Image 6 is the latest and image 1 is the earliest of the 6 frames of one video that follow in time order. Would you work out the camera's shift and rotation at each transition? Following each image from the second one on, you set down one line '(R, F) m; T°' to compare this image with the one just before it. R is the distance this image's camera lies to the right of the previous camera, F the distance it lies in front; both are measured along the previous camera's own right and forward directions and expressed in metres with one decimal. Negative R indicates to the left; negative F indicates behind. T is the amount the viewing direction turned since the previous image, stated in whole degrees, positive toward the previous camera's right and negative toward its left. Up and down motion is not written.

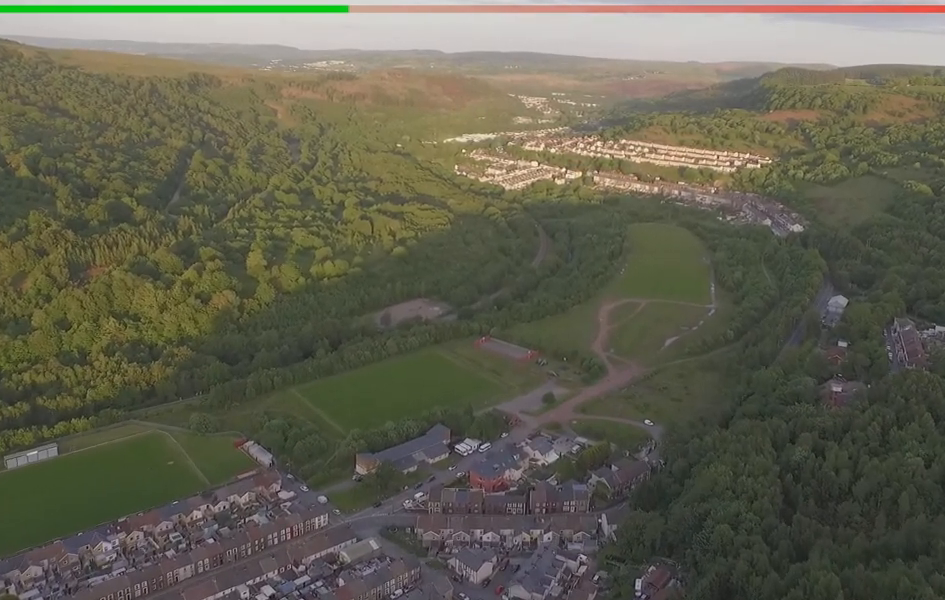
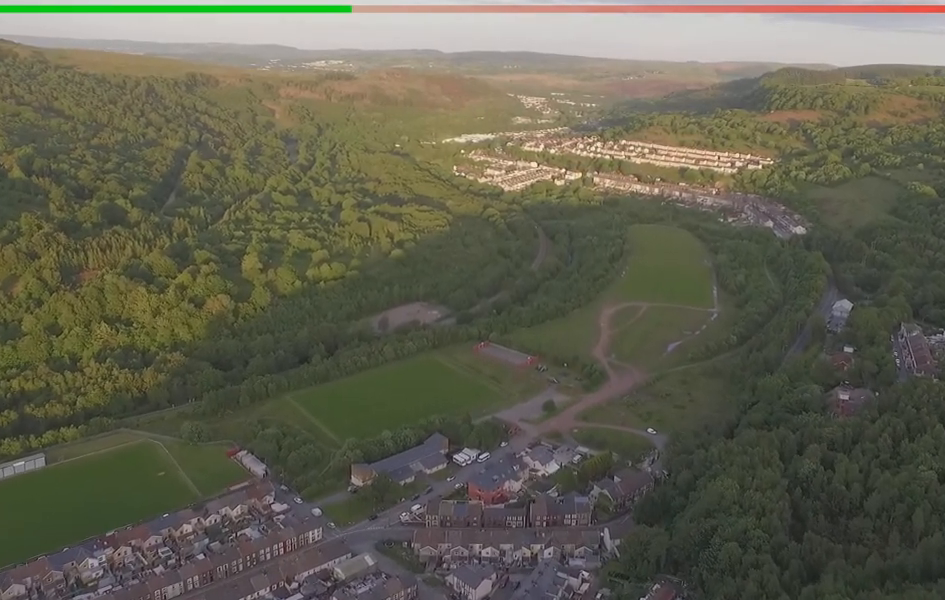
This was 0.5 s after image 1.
(0.0, +8.2) m; 0°
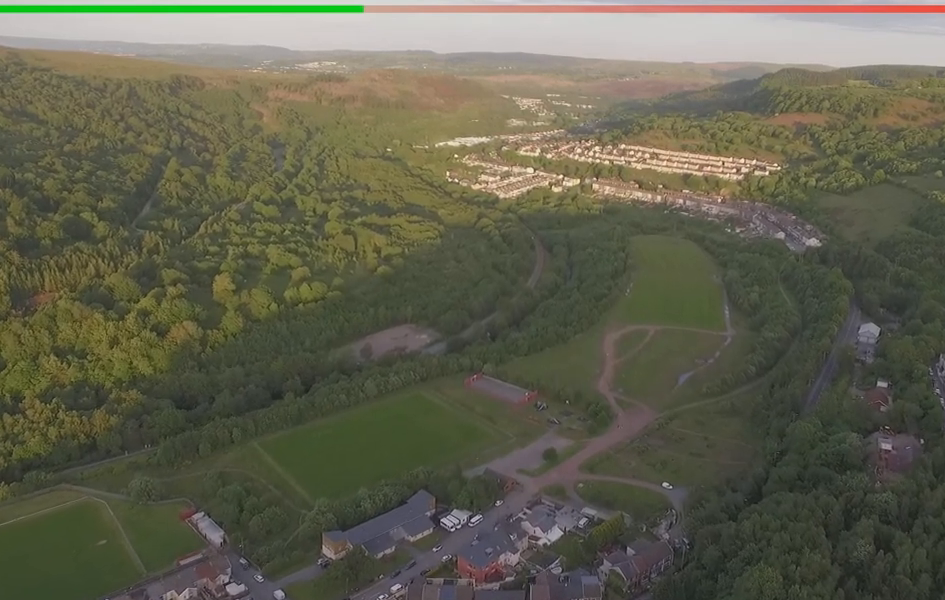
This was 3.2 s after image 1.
(+0.4, +43.9) m; -3°
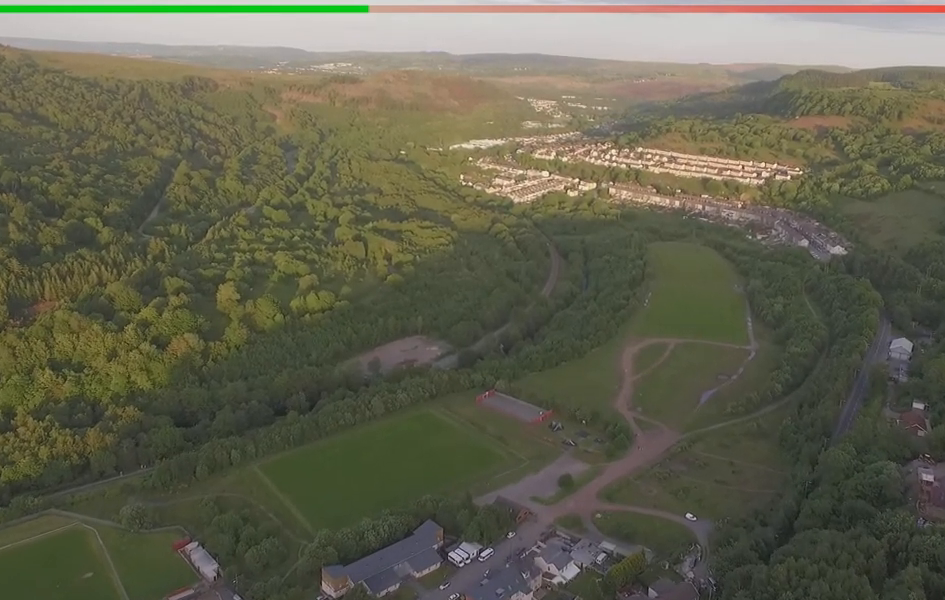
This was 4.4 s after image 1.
(-1.4, +19.0) m; -6°
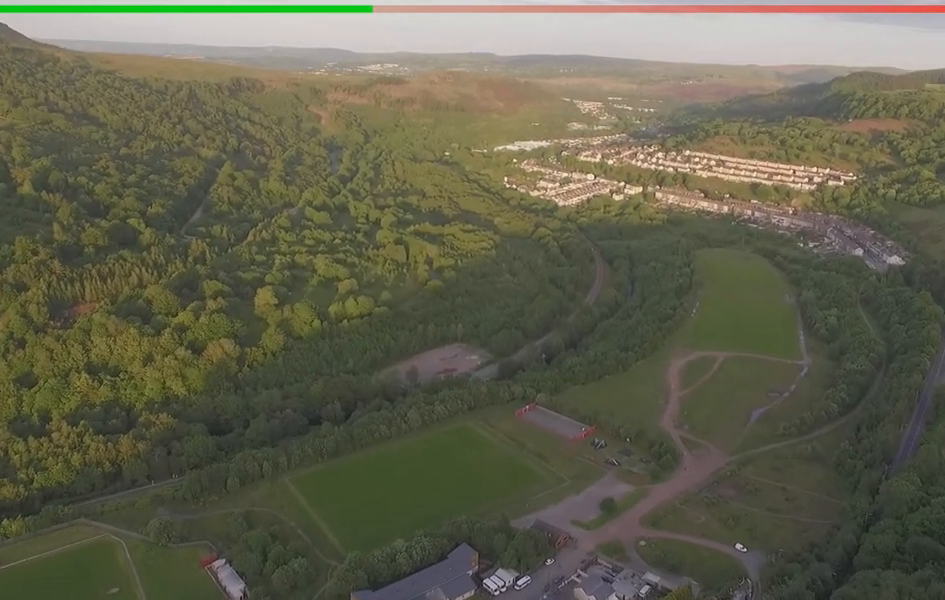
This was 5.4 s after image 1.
(0.0, +14.2) m; 0°
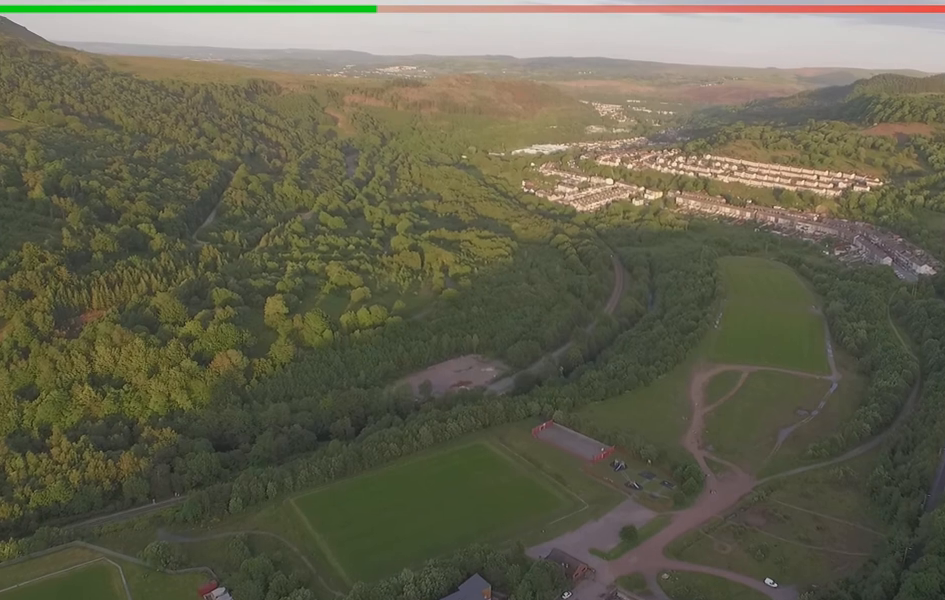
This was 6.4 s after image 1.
(-0.1, +16.0) m; -1°
